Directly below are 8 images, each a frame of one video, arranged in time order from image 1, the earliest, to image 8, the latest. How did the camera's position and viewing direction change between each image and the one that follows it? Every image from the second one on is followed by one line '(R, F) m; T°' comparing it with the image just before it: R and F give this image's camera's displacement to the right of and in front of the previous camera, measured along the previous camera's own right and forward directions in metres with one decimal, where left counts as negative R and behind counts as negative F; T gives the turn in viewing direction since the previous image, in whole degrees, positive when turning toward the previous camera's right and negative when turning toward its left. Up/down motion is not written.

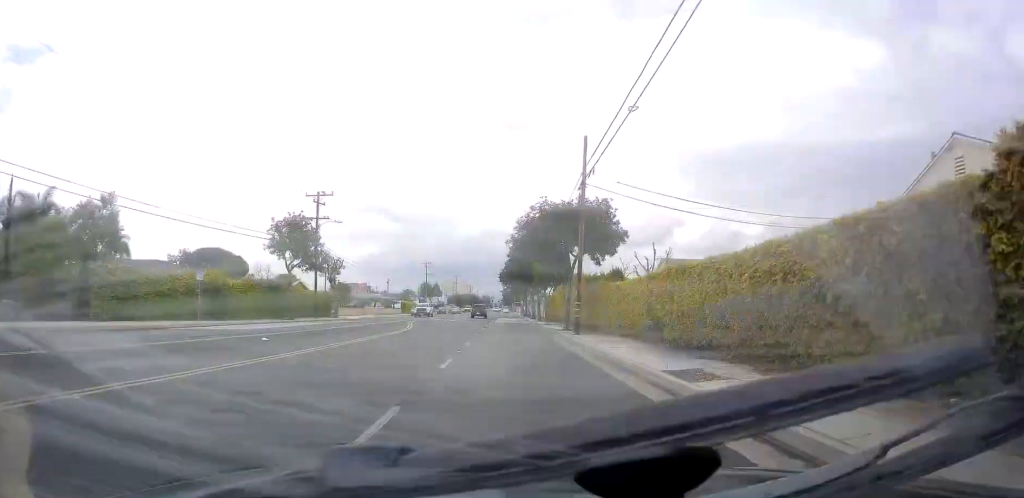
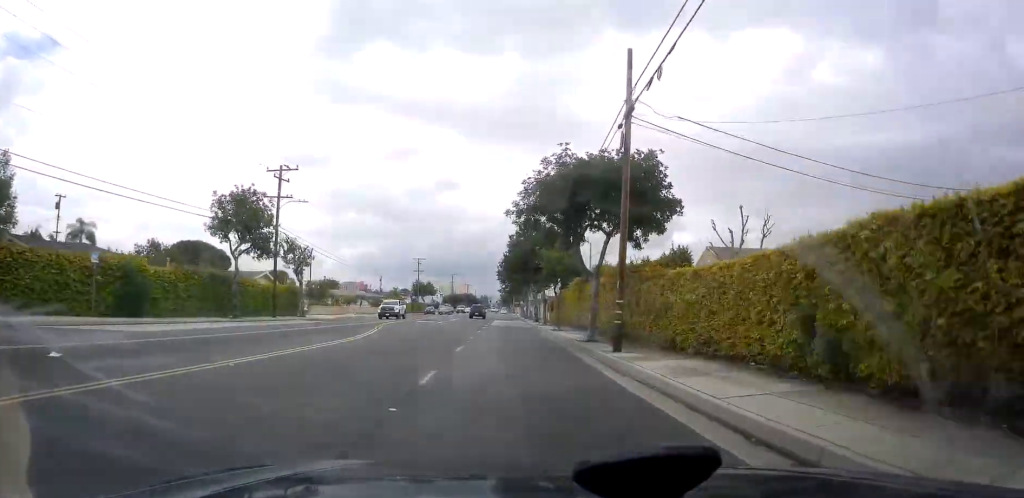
(0.0, +10.3) m; 0°
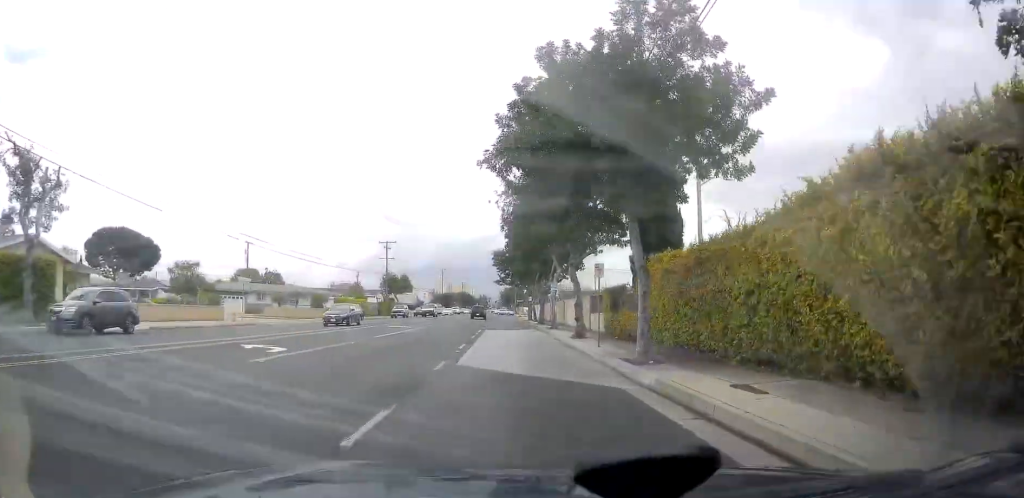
(0.0, +34.1) m; 0°
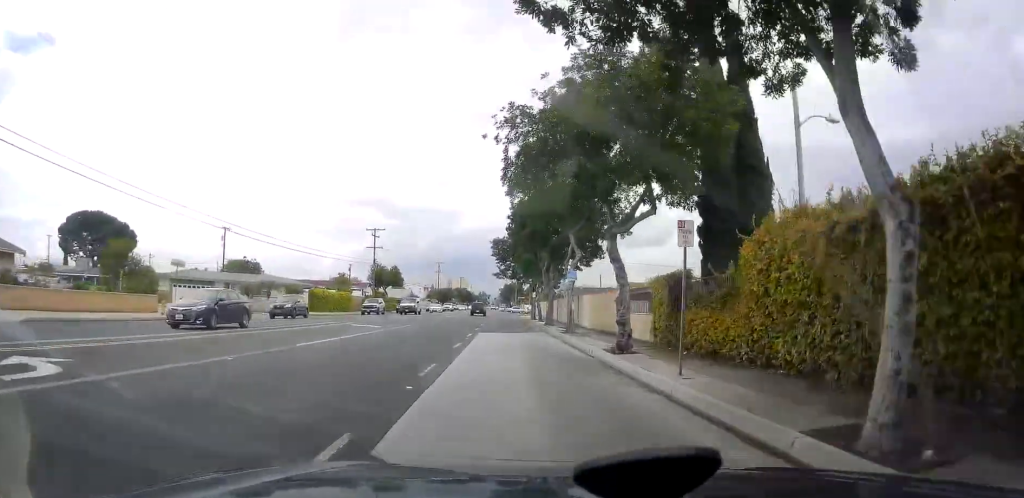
(0.0, +9.3) m; 0°
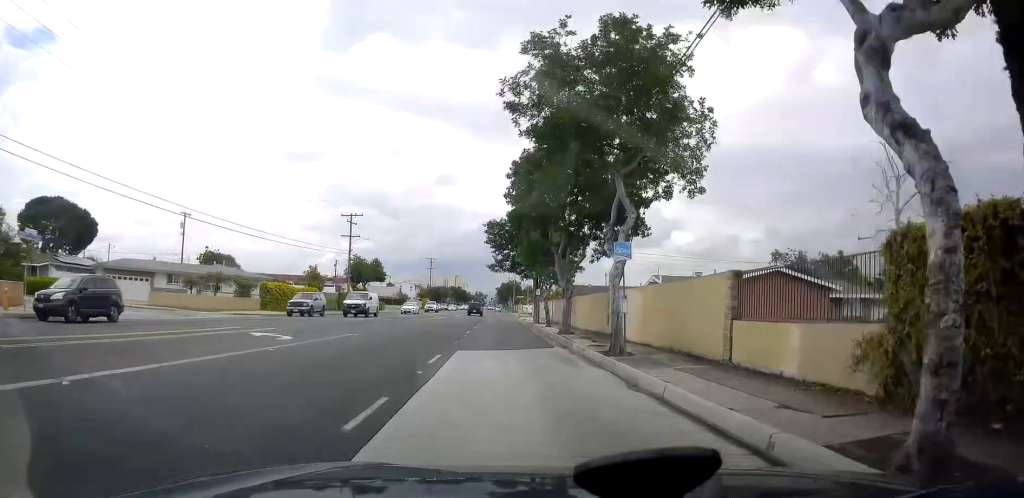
(0.0, +12.2) m; -1°
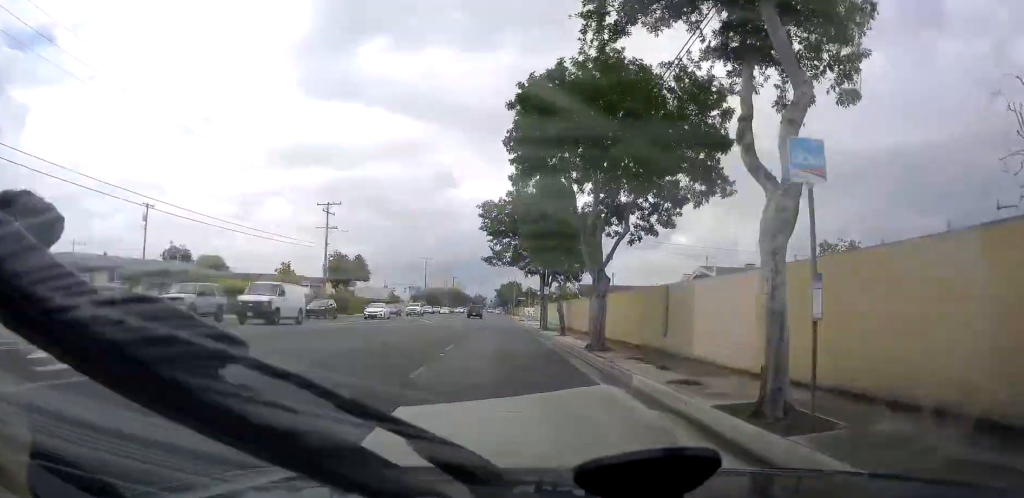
(+0.1, +9.7) m; -1°
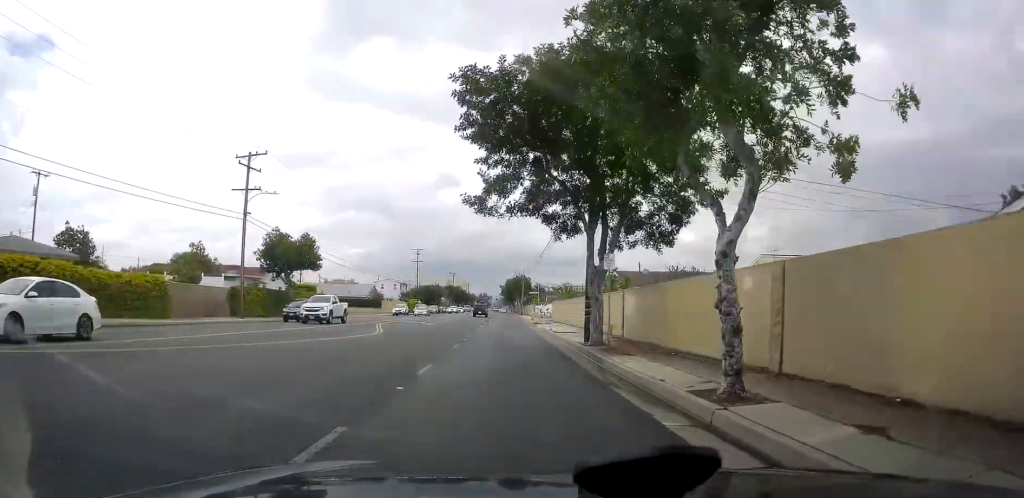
(-0.4, +21.8) m; 0°
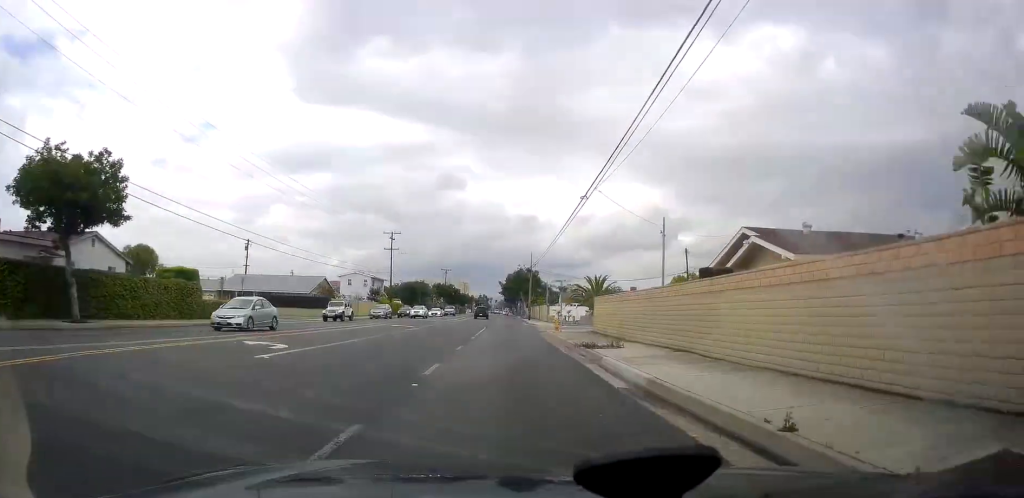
(+0.7, +29.4) m; +1°
